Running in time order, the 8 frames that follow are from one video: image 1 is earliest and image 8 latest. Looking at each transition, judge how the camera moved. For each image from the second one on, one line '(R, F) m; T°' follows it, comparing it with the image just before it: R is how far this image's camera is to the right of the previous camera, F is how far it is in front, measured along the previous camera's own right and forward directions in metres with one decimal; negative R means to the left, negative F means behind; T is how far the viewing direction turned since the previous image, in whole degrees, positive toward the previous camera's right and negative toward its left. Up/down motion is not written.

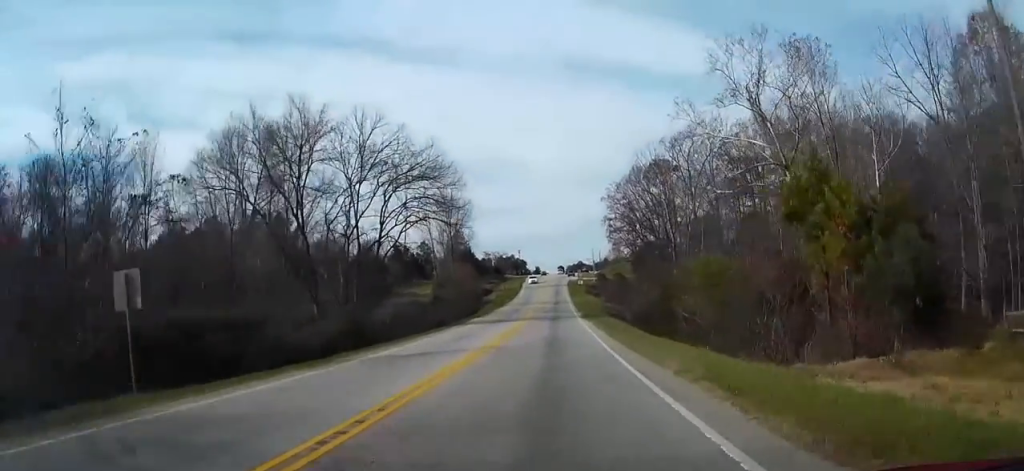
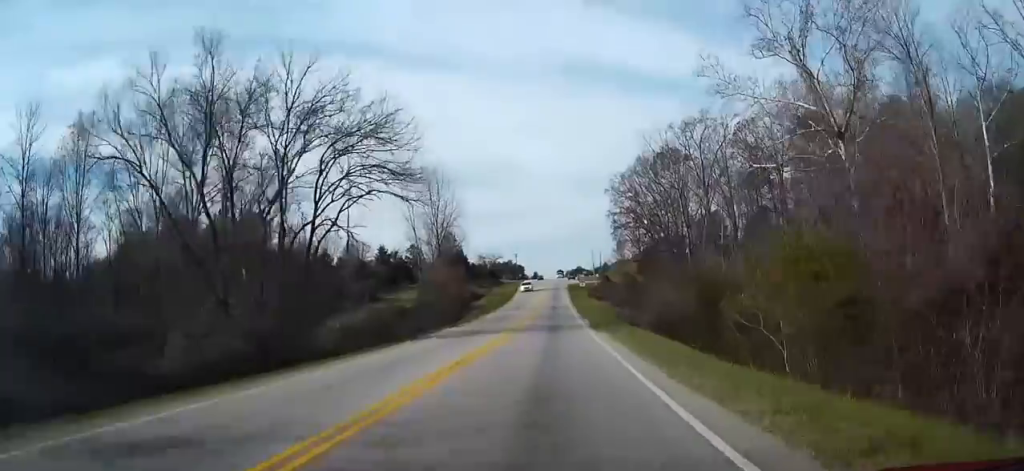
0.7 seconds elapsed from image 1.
(-0.1, +14.4) m; 0°
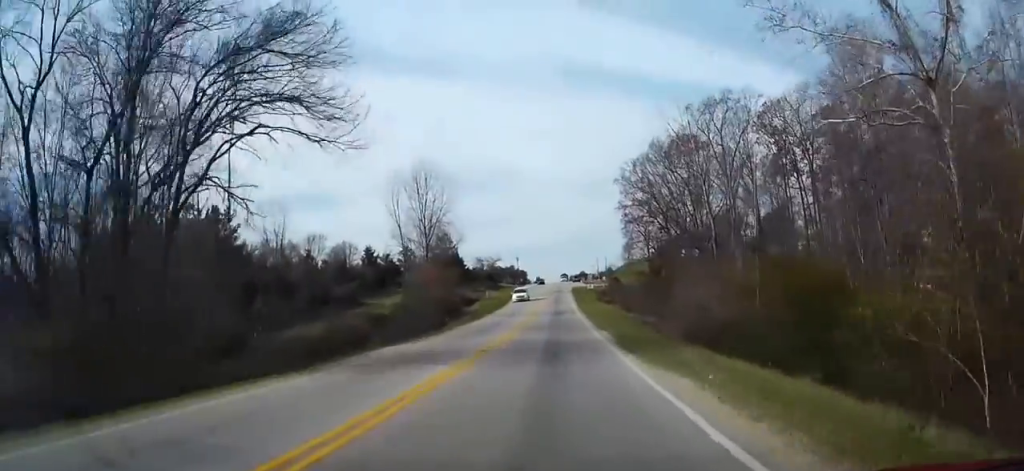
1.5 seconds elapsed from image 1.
(0.0, +15.1) m; 0°
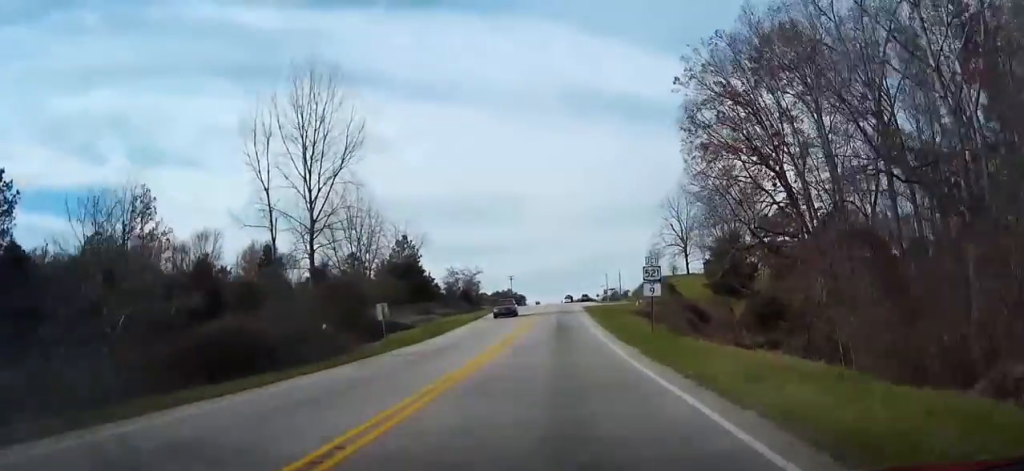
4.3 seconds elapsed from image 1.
(+0.4, +56.1) m; 0°
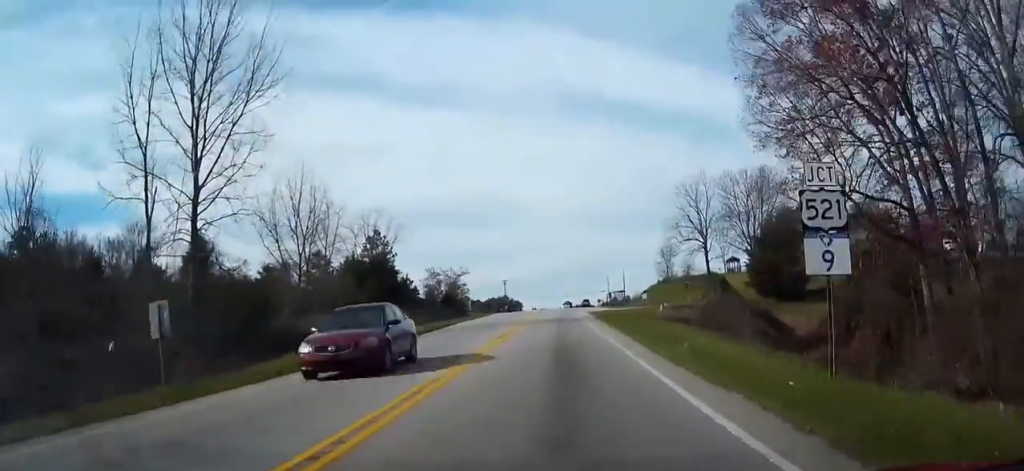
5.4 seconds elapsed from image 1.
(0.0, +21.6) m; 0°
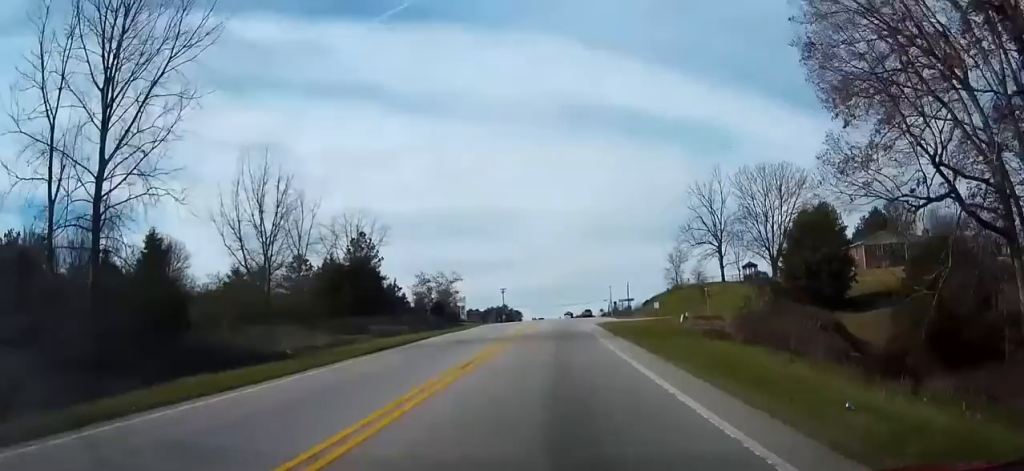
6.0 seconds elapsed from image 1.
(0.0, +10.4) m; 0°
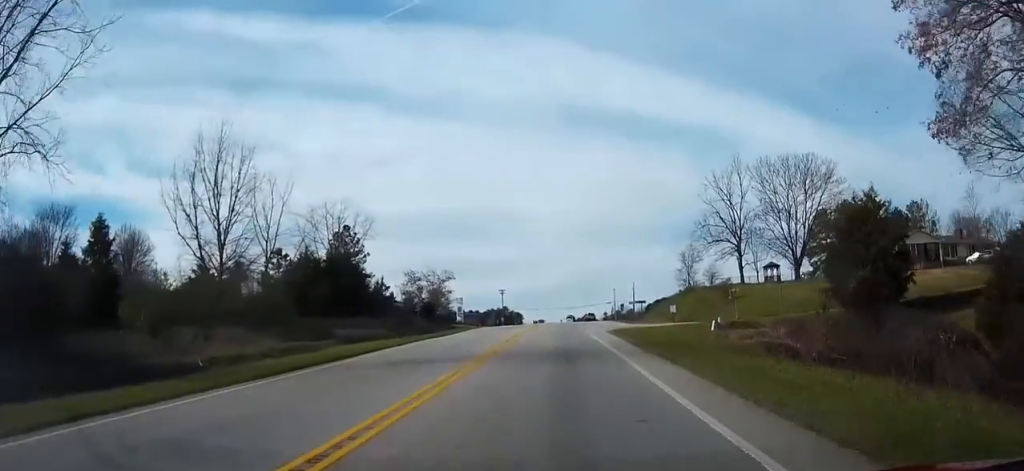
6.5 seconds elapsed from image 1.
(0.0, +10.3) m; 0°
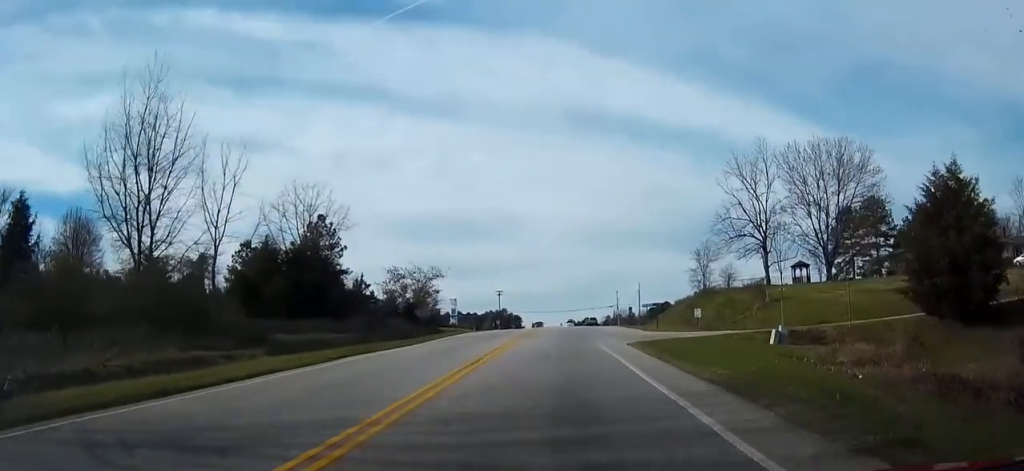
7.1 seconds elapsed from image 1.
(0.0, +12.2) m; 0°
